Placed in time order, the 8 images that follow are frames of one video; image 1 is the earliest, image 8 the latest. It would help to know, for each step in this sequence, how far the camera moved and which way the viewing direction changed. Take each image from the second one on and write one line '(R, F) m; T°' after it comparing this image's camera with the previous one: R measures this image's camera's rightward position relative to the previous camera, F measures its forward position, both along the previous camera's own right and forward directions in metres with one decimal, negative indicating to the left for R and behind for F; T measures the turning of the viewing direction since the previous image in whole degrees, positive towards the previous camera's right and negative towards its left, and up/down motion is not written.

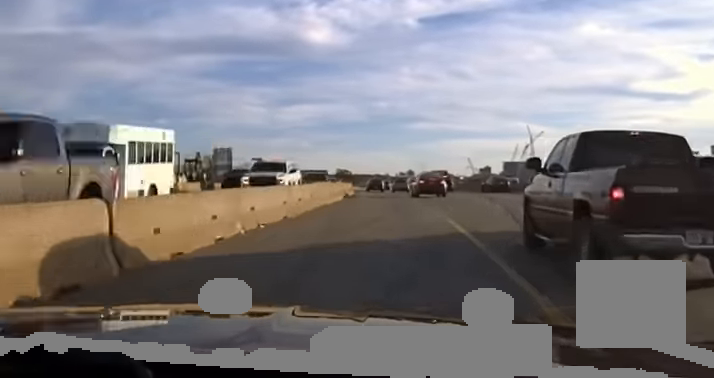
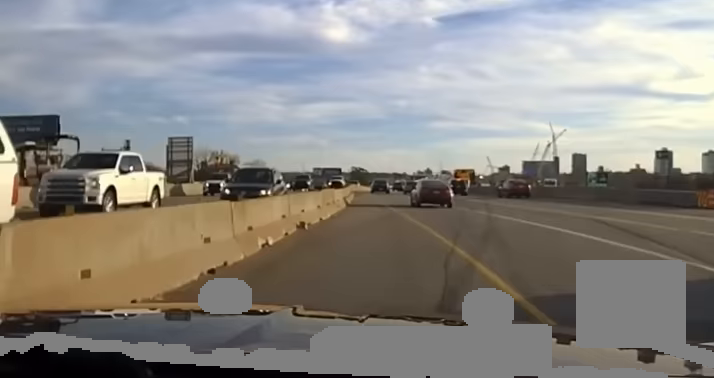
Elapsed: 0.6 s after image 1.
(-0.2, +22.8) m; -1°
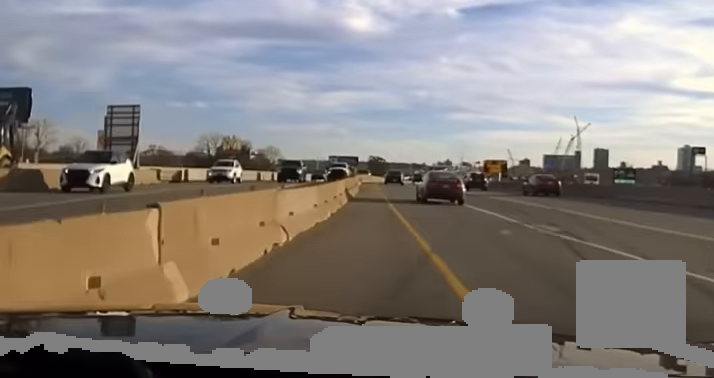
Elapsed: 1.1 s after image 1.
(0.0, +18.3) m; 0°
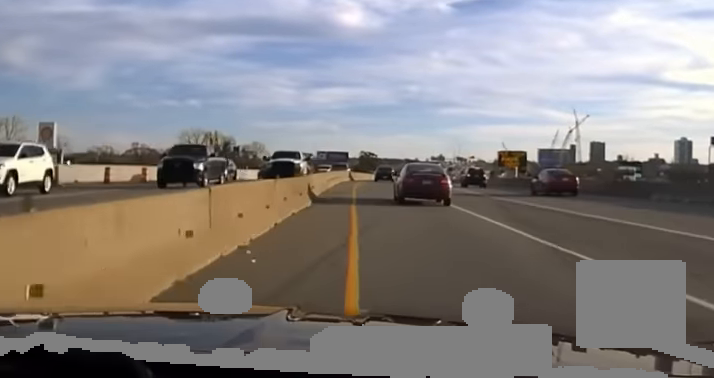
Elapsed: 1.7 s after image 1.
(-0.3, +23.3) m; 0°
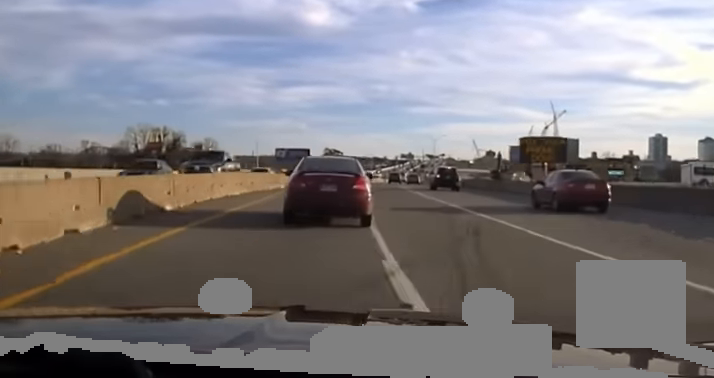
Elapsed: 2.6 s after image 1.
(+0.4, +37.0) m; +1°
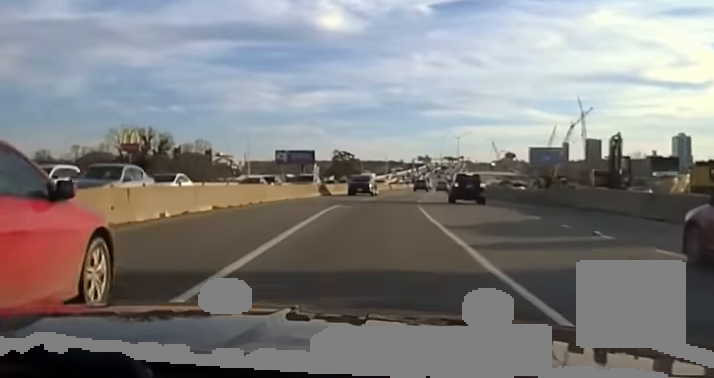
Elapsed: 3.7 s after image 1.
(+0.1, +41.4) m; 0°
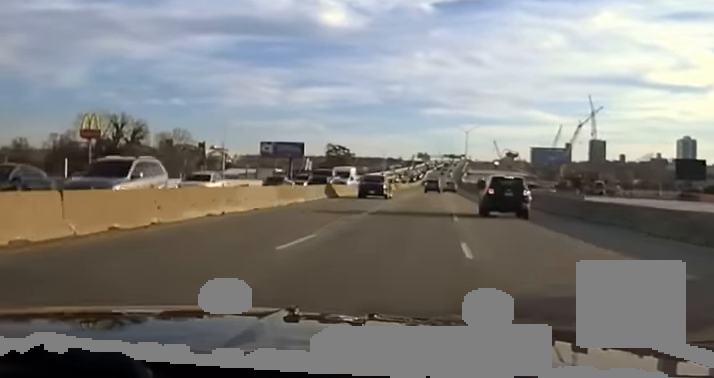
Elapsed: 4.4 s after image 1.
(0.0, +26.4) m; +1°
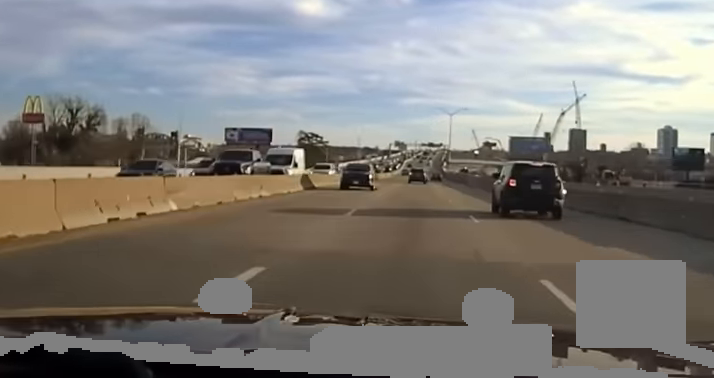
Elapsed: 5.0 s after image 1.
(-0.1, +17.3) m; +1°
